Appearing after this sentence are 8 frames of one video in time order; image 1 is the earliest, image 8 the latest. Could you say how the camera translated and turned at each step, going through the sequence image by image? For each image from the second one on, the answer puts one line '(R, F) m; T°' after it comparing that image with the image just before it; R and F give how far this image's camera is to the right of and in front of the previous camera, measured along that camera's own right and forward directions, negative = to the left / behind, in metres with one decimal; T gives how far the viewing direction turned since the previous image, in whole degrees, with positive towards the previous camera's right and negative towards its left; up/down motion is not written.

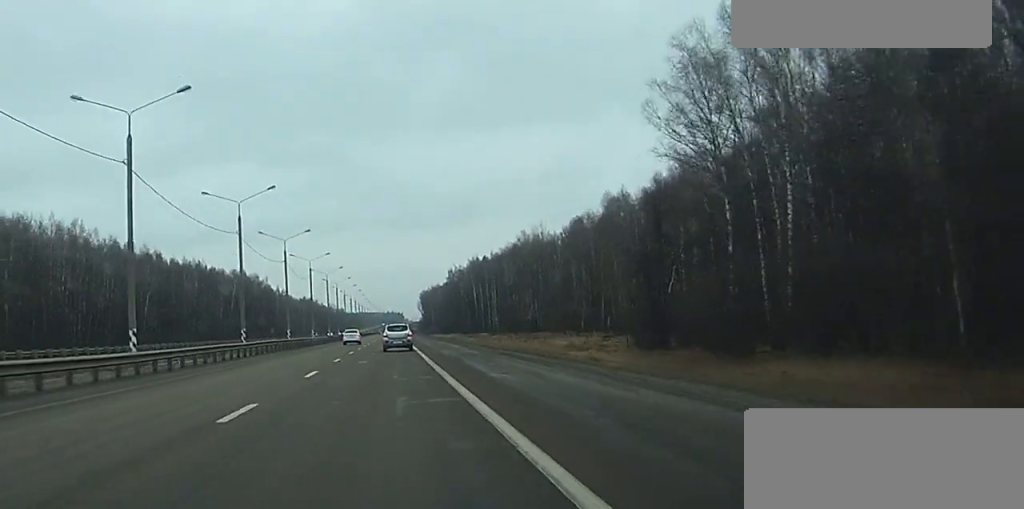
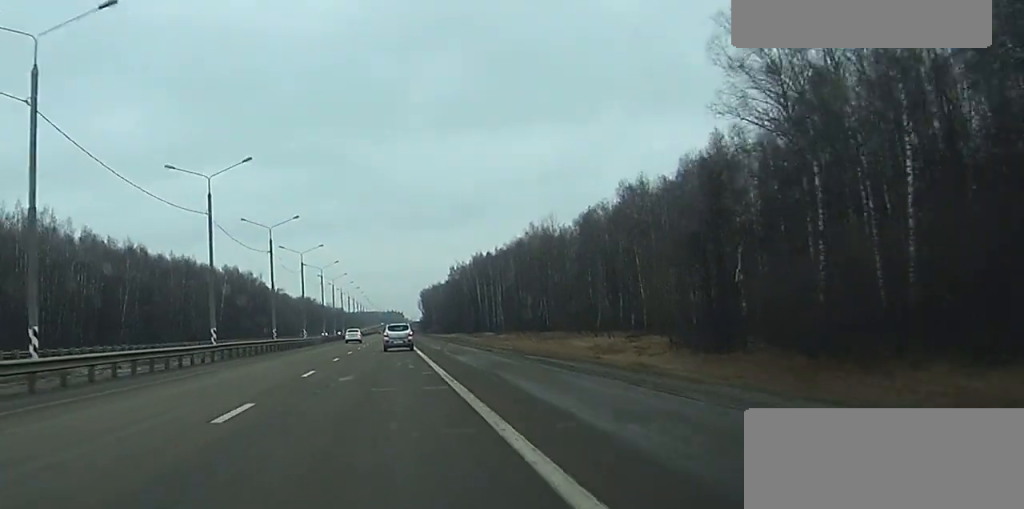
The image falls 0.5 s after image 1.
(0.0, +11.0) m; 0°
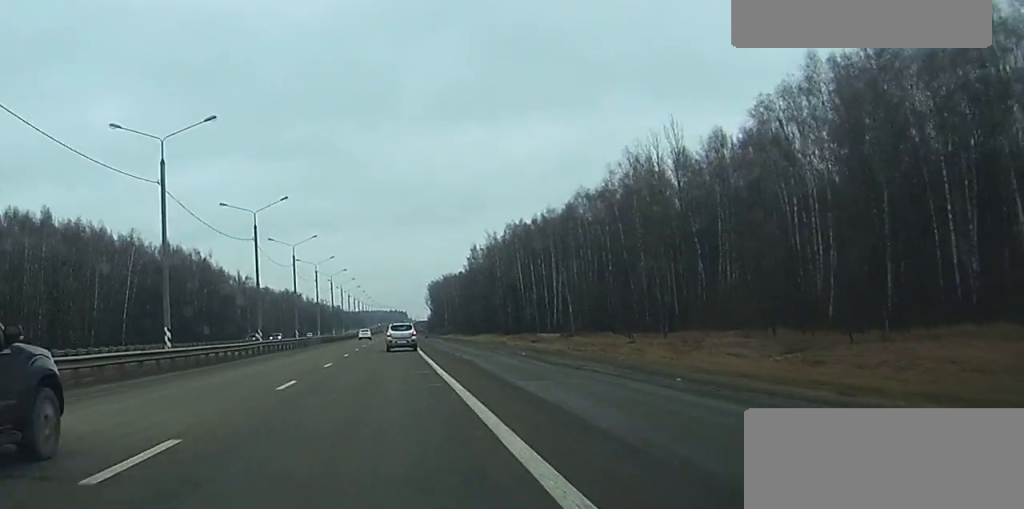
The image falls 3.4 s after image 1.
(-0.2, +80.3) m; 0°
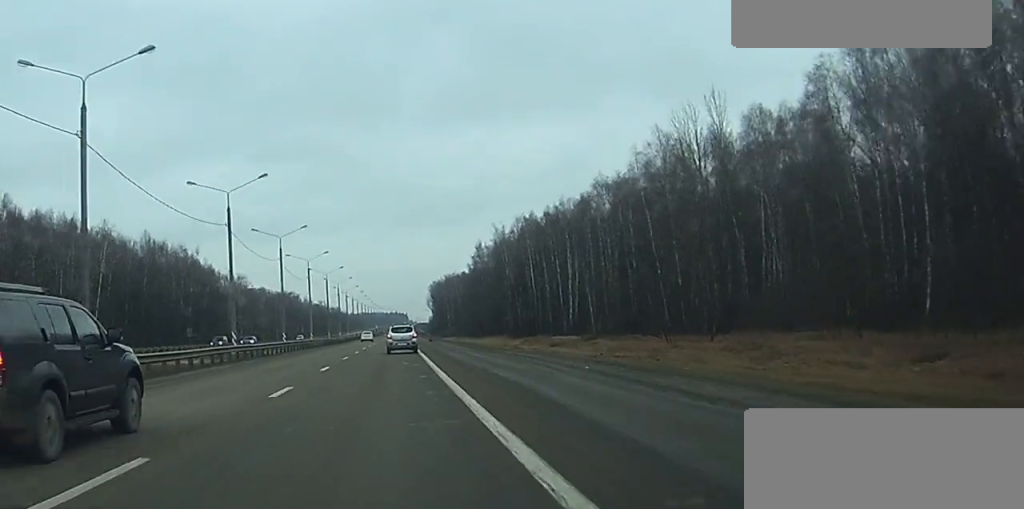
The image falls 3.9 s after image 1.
(0.0, +14.3) m; 0°
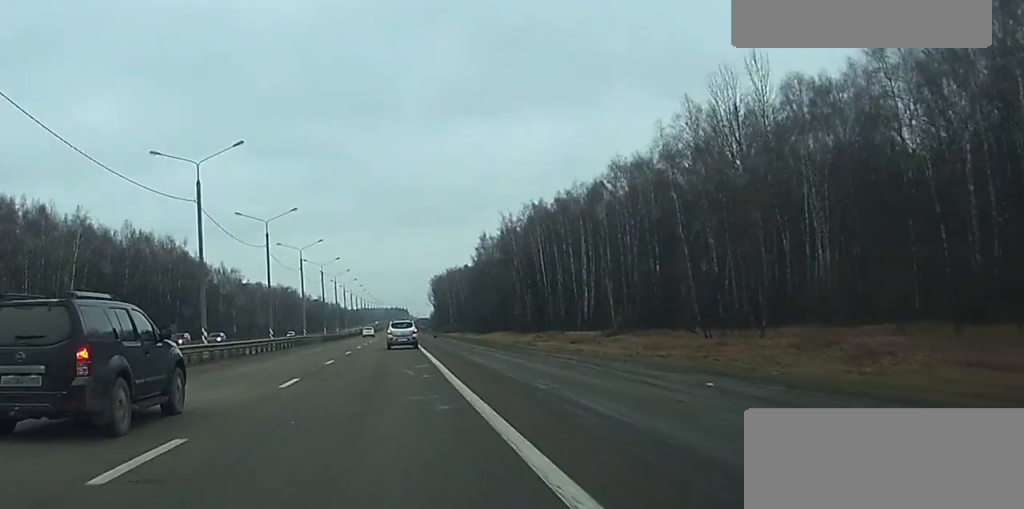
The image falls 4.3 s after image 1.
(0.0, +11.3) m; 0°
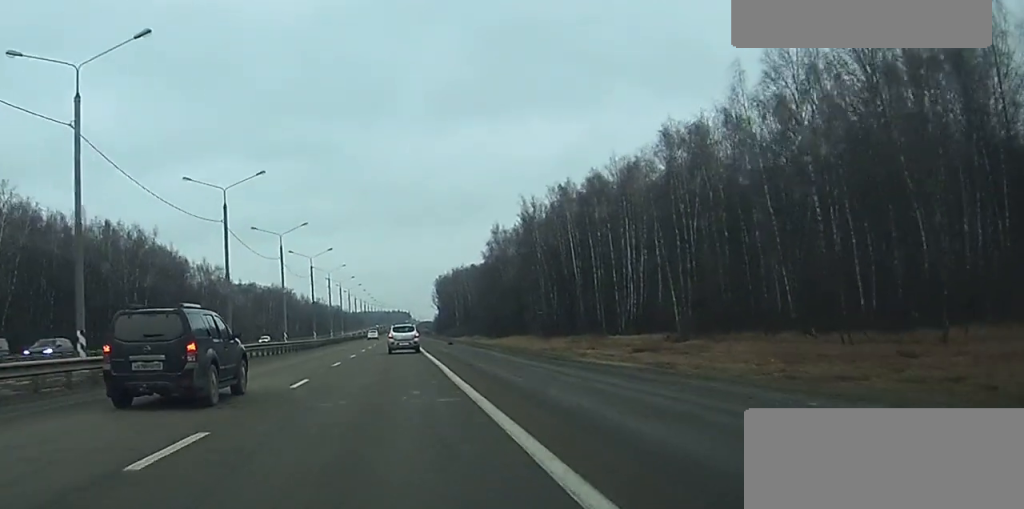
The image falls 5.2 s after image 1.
(-0.1, +24.2) m; 0°
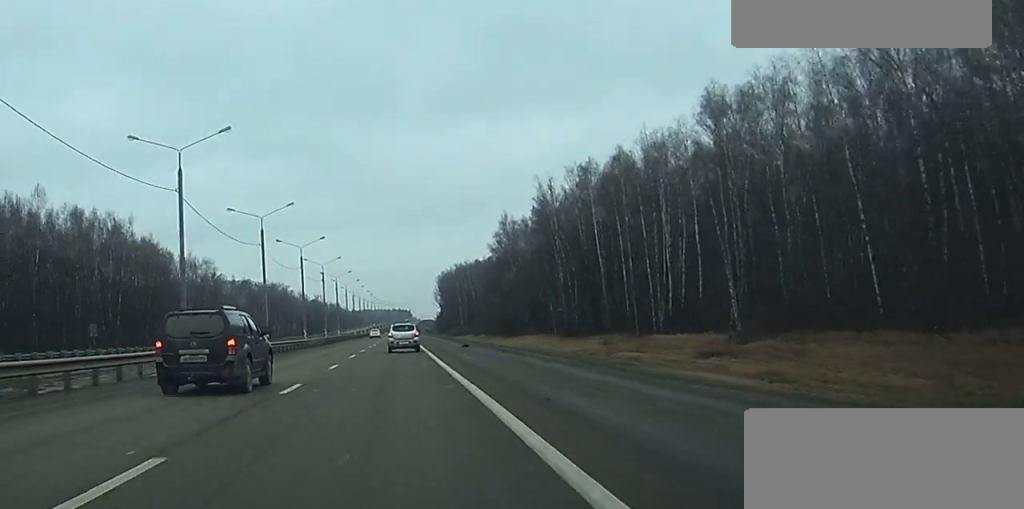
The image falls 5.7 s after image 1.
(0.0, +14.6) m; 0°
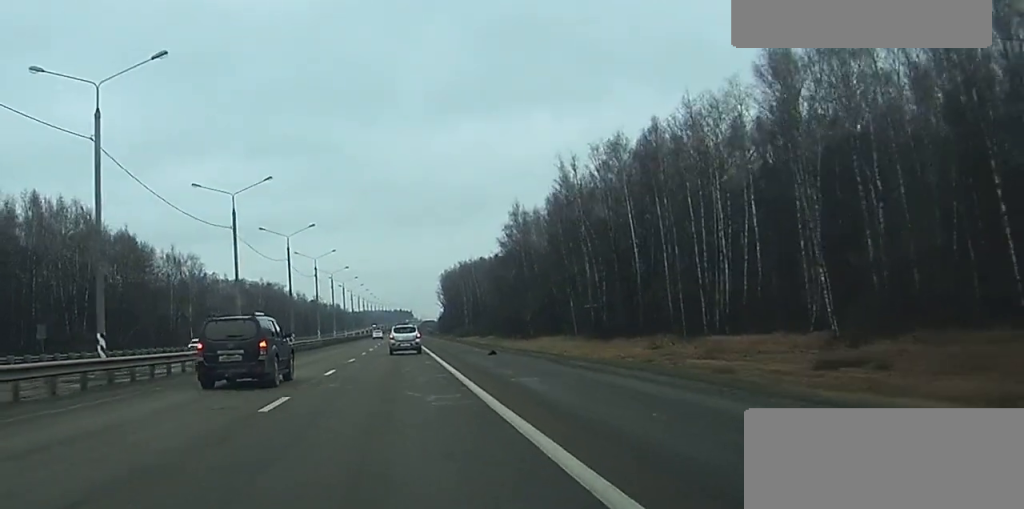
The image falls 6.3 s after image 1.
(0.0, +15.4) m; 0°
